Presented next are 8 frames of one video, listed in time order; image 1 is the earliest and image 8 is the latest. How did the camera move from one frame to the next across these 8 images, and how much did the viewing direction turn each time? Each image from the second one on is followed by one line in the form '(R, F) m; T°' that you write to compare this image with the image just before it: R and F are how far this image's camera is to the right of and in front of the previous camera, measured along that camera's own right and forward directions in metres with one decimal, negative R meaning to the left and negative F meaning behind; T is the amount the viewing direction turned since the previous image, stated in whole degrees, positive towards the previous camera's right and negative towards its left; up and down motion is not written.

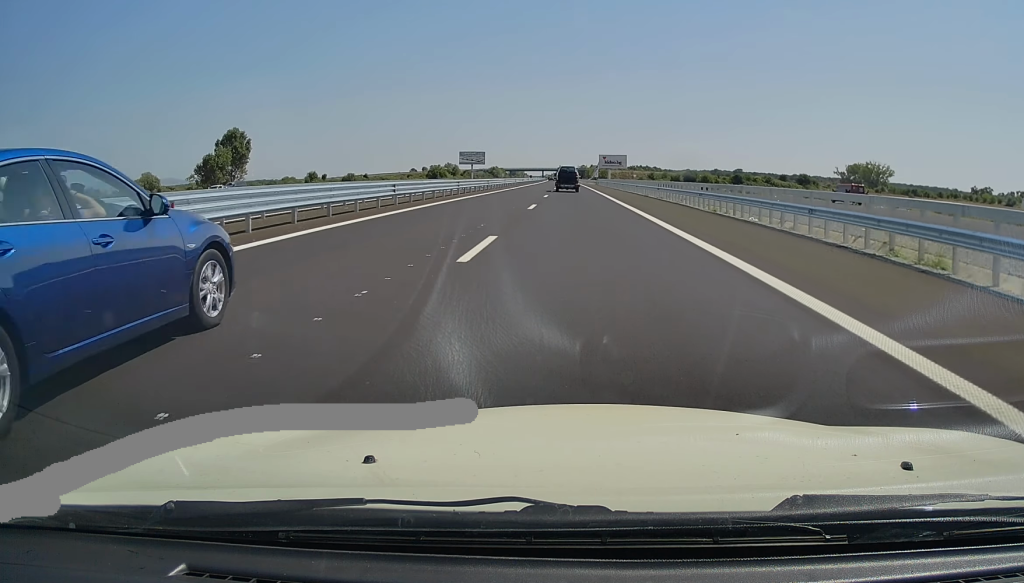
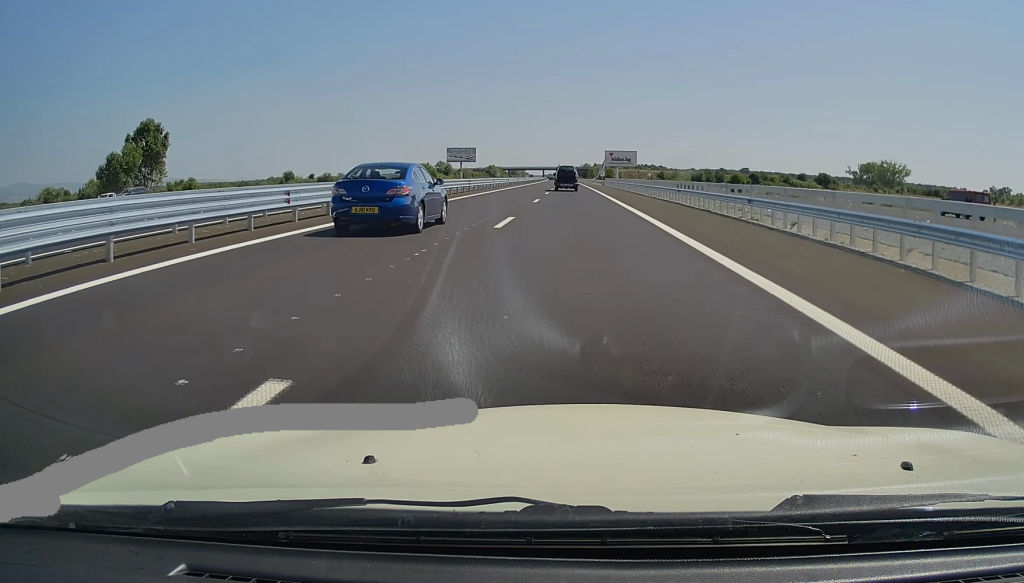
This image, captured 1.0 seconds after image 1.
(-0.1, +26.3) m; 0°
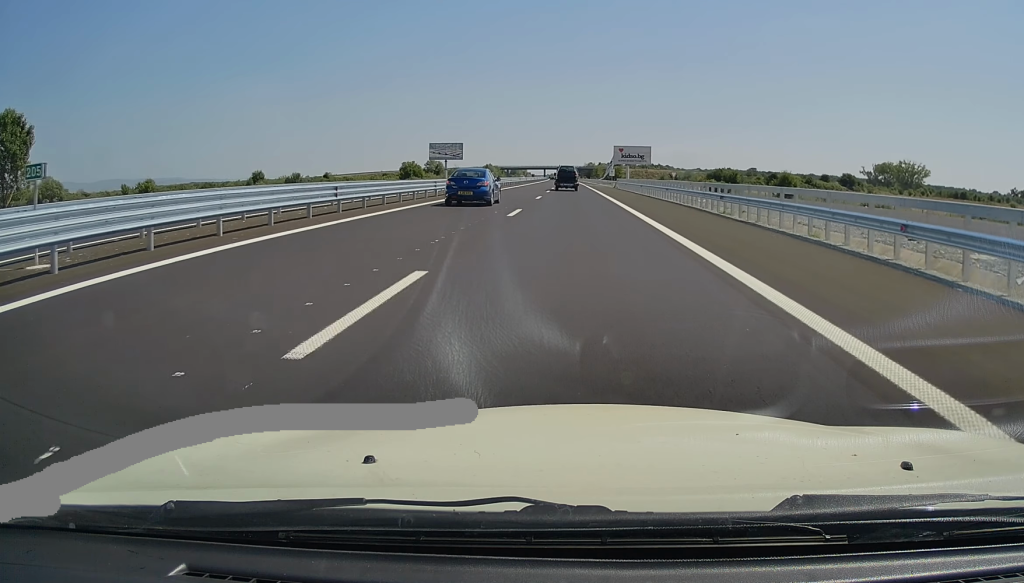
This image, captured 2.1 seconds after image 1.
(+0.1, +28.0) m; +1°
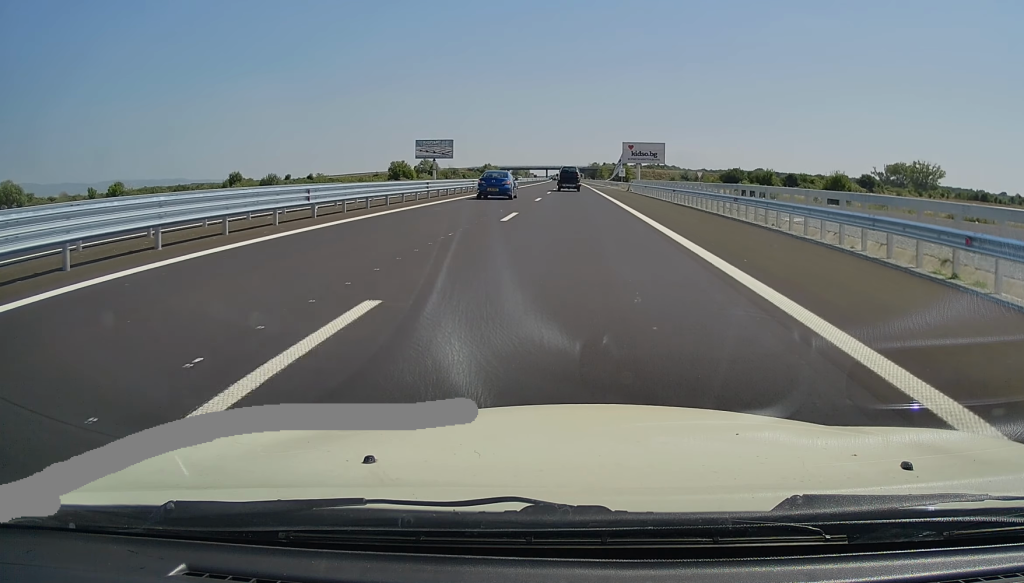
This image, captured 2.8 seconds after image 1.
(+0.2, +18.4) m; 0°
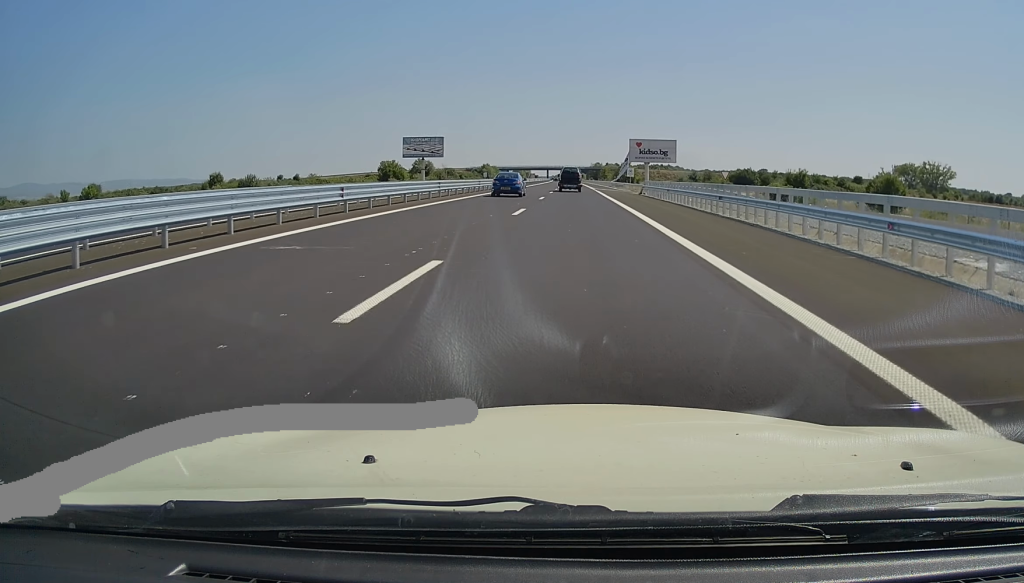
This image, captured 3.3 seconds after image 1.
(+0.2, +13.1) m; 0°
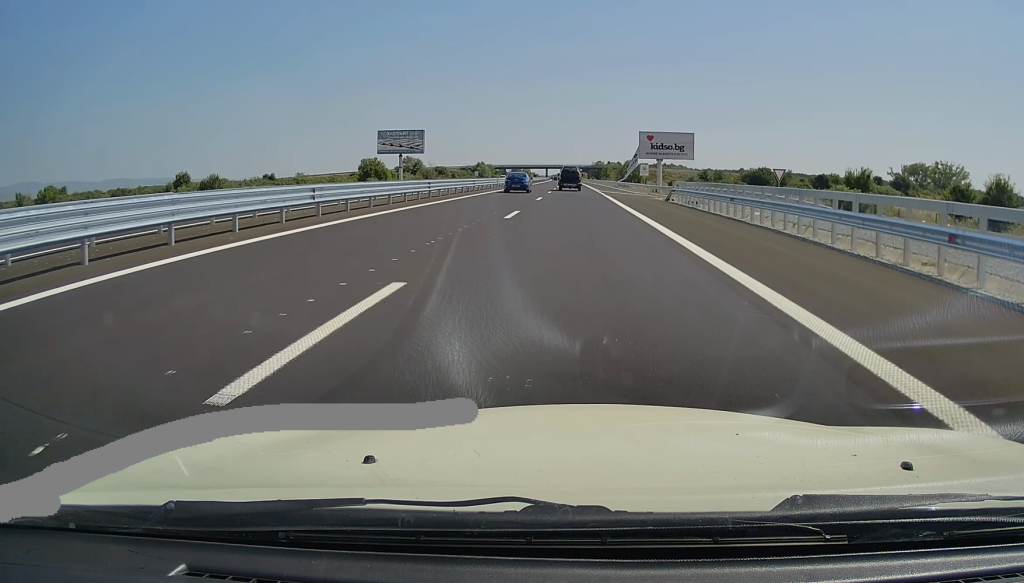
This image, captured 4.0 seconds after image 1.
(-0.3, +18.4) m; -1°
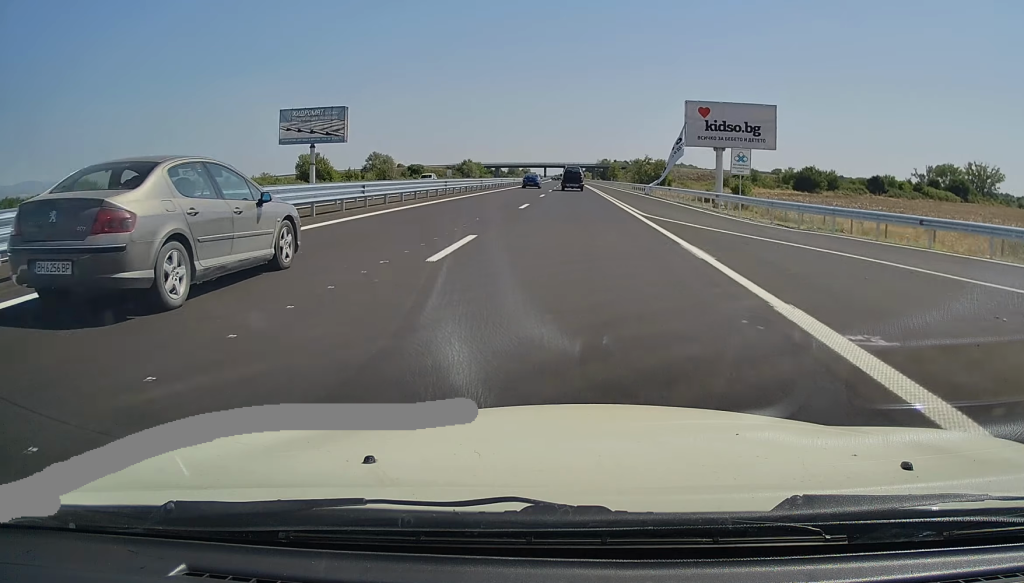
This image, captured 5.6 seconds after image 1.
(-0.1, +42.7) m; 0°
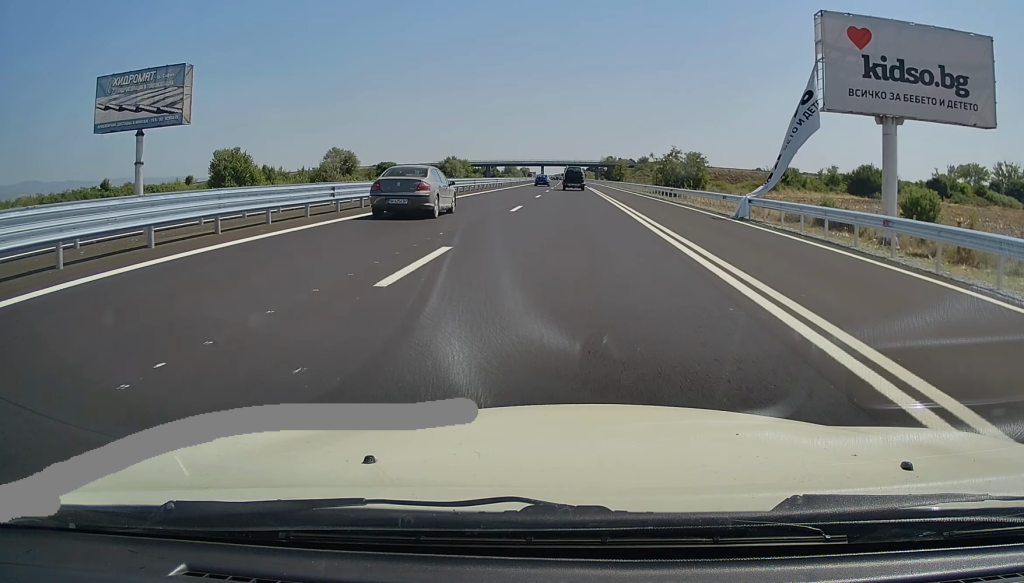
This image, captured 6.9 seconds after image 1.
(-0.1, +34.9) m; -1°
